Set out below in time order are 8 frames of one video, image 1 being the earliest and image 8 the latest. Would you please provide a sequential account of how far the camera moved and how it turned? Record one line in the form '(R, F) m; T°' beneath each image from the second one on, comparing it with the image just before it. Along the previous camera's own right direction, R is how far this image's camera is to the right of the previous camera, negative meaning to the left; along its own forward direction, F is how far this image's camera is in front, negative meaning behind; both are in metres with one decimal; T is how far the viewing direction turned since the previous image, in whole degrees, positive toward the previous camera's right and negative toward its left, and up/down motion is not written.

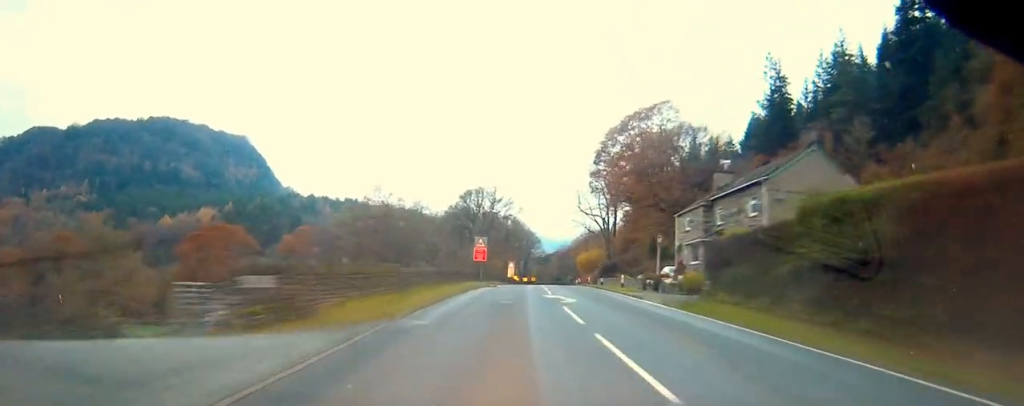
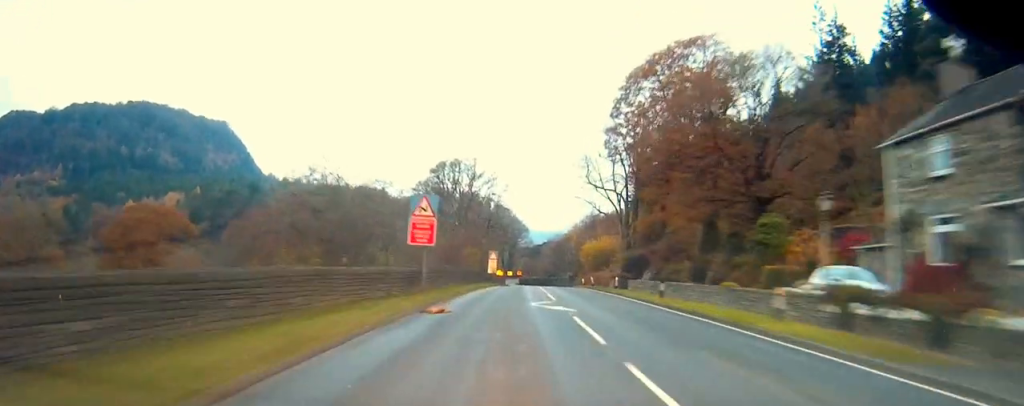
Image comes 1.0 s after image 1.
(-0.2, +30.6) m; 0°
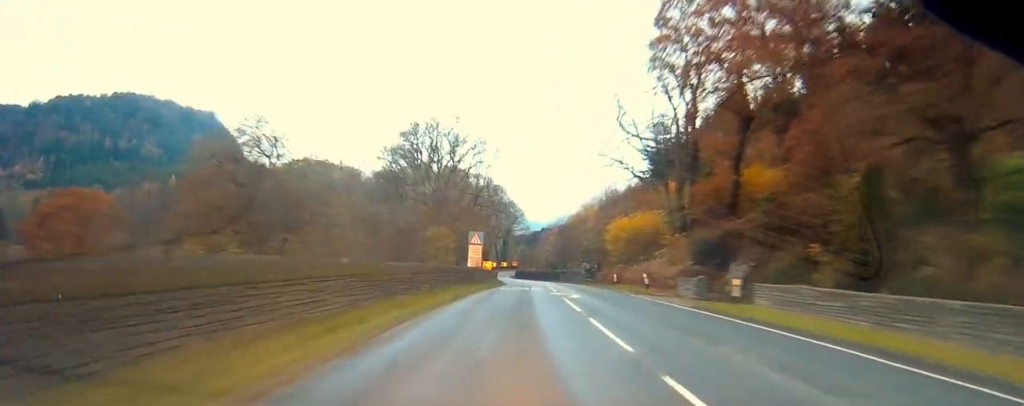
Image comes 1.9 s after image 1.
(0.0, +28.6) m; +2°
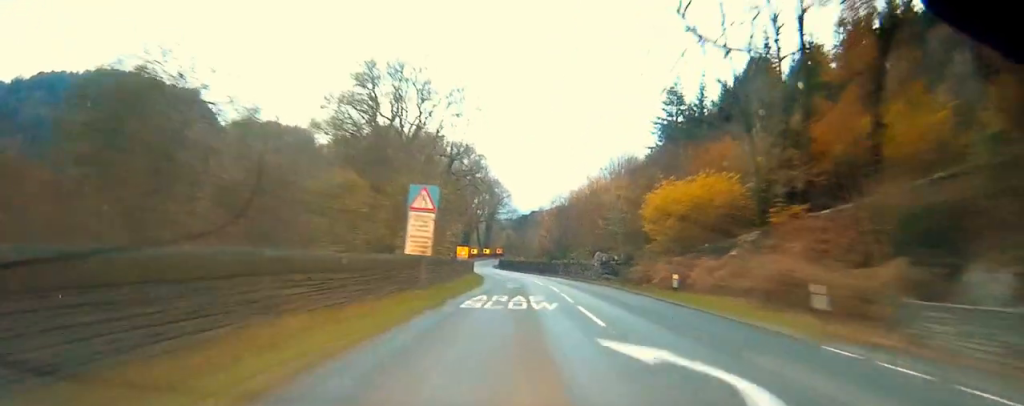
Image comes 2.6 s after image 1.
(+0.3, +22.9) m; +2°
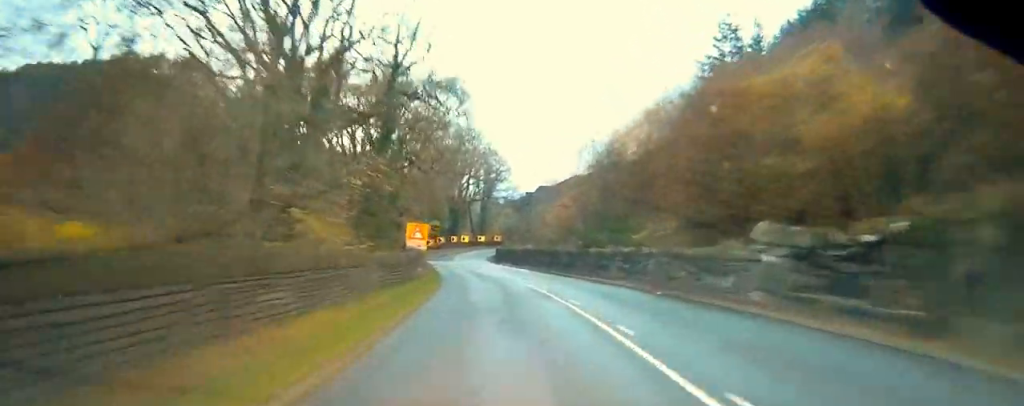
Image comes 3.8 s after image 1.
(+0.4, +35.0) m; -2°
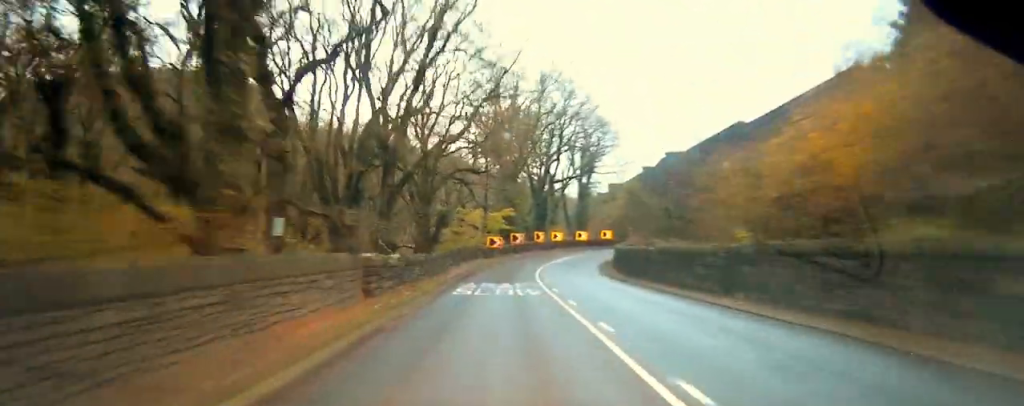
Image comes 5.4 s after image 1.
(-1.8, +43.5) m; 0°
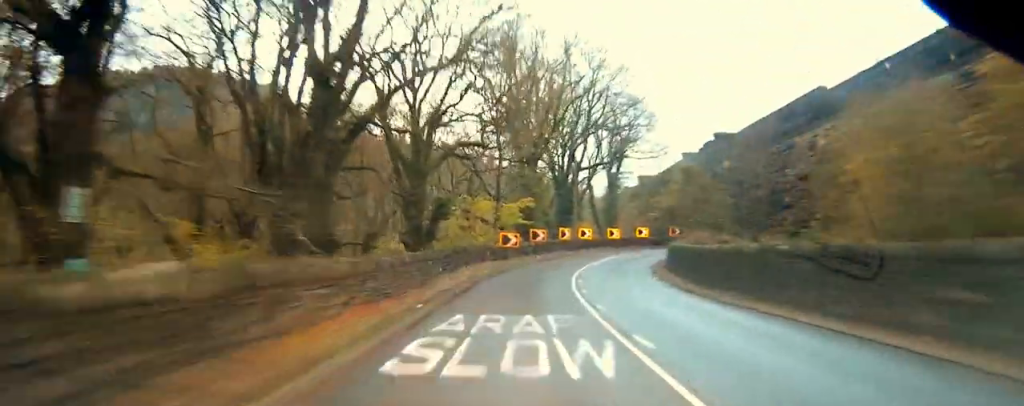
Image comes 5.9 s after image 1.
(+0.6, +13.1) m; +2°
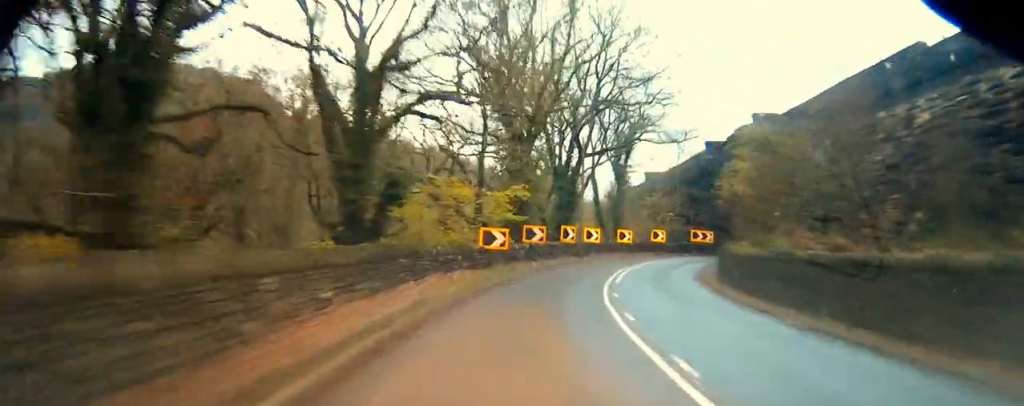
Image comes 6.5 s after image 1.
(+0.4, +13.3) m; +2°
